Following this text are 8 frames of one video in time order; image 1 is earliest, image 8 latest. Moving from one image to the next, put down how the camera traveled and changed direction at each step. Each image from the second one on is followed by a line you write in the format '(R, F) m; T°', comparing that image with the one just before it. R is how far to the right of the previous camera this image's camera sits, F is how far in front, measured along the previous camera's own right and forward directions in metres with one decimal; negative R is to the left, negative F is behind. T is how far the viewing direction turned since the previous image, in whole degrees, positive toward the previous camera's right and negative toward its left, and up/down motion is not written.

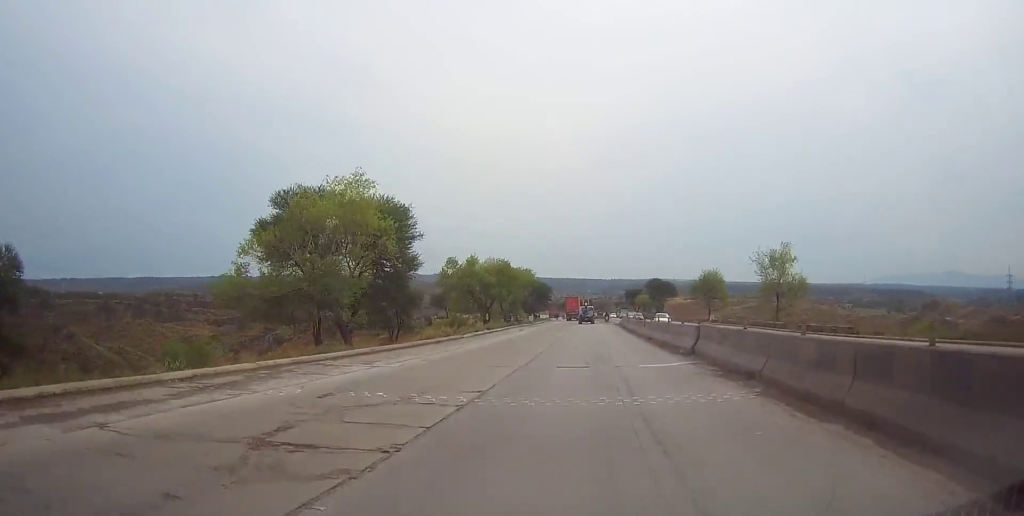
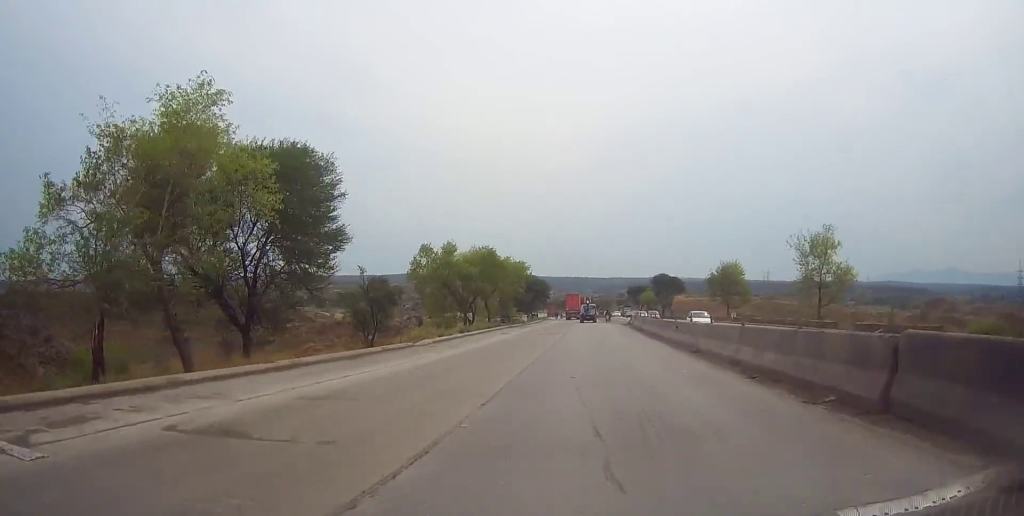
(-0.1, +12.6) m; -1°
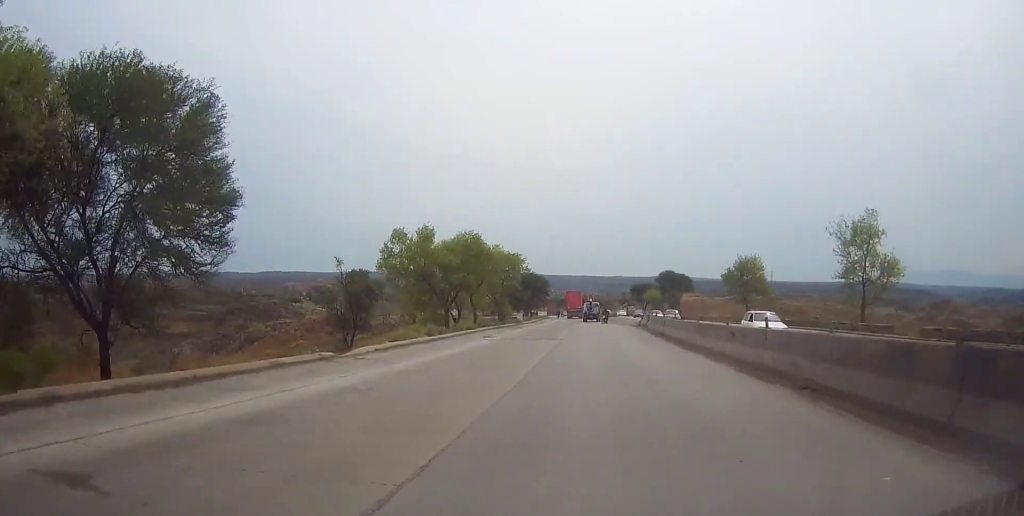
(-0.2, +9.4) m; 0°
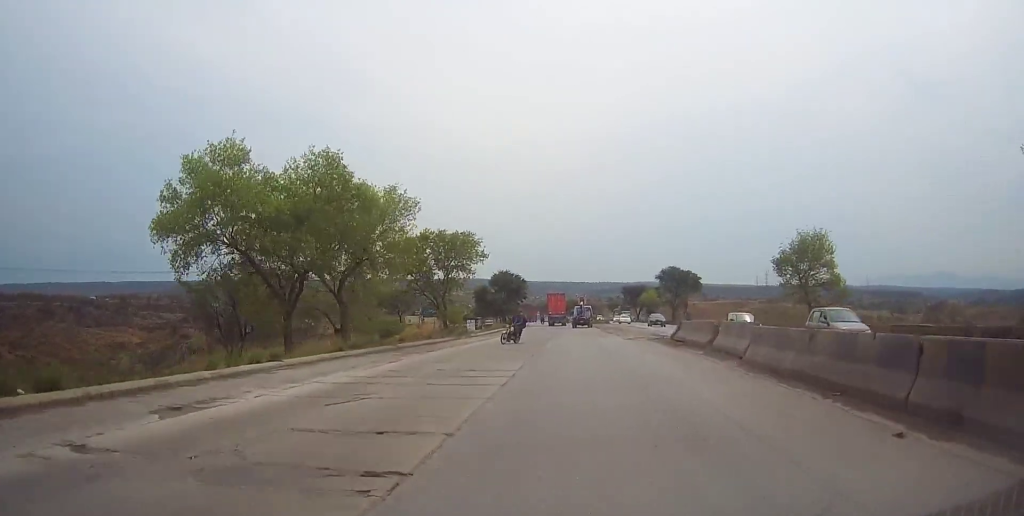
(+0.4, +26.8) m; +1°
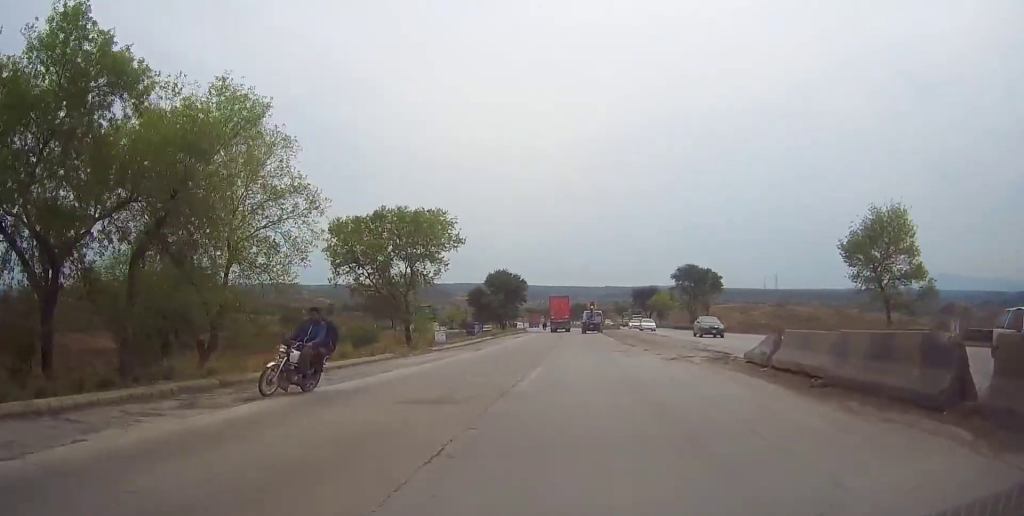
(-0.1, +13.7) m; 0°
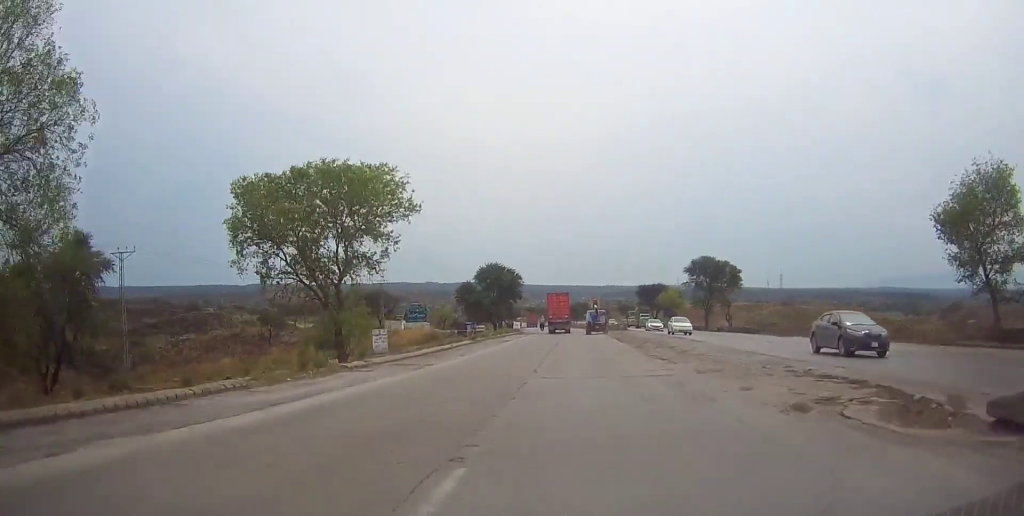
(0.0, +12.0) m; 0°
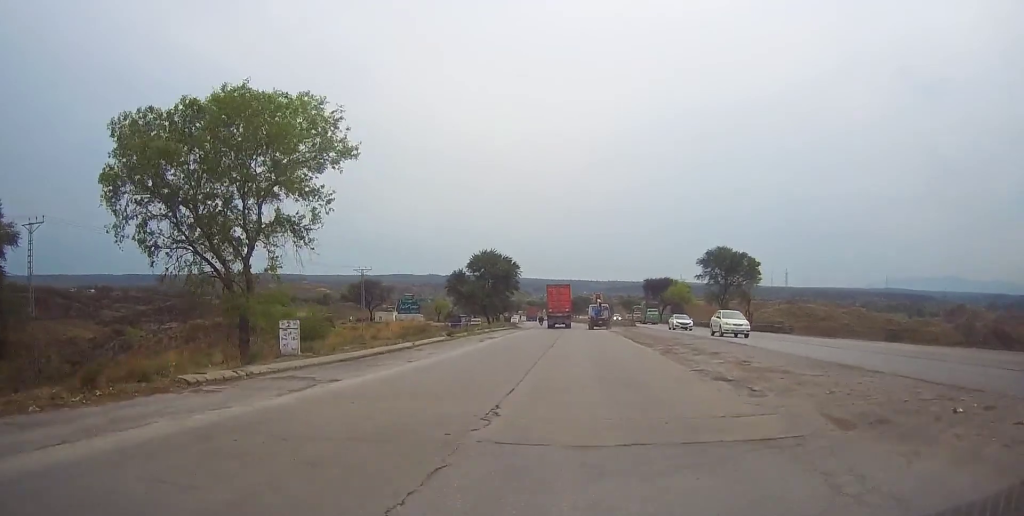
(0.0, +9.2) m; 0°
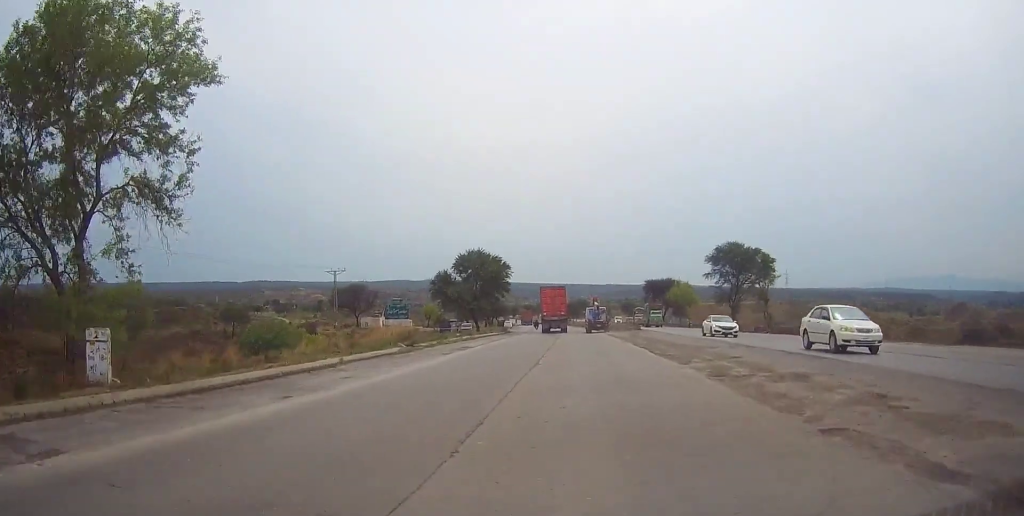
(0.0, +8.4) m; 0°
